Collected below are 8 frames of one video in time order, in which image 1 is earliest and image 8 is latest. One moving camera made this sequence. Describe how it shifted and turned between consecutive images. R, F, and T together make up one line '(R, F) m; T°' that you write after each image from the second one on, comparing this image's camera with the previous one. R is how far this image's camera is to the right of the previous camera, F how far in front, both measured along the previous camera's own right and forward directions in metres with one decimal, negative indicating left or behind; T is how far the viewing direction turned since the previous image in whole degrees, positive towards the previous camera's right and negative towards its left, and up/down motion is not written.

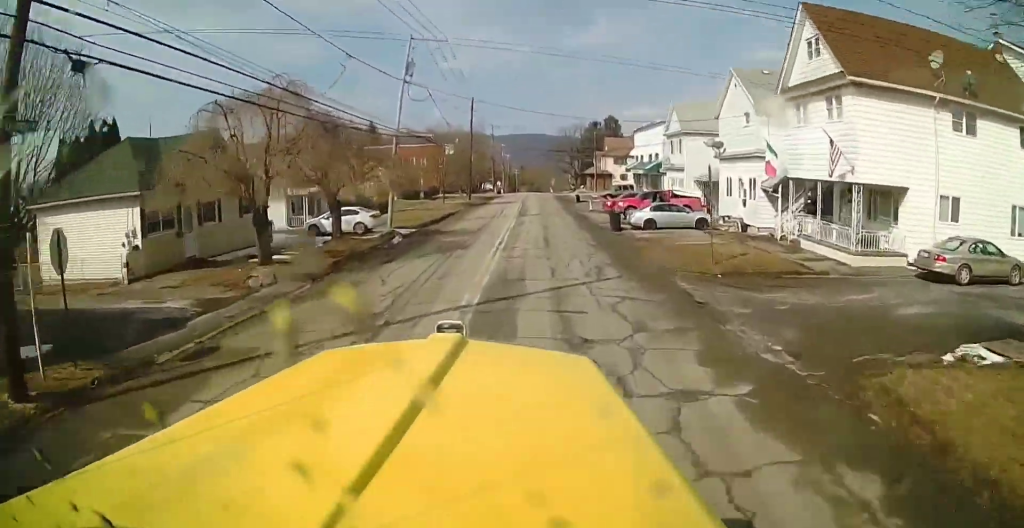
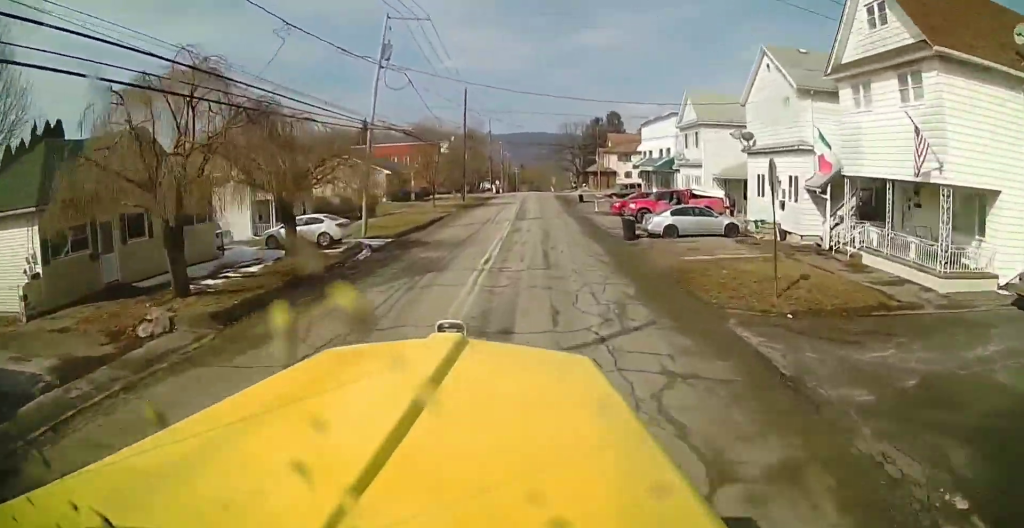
(+0.1, +5.3) m; +1°
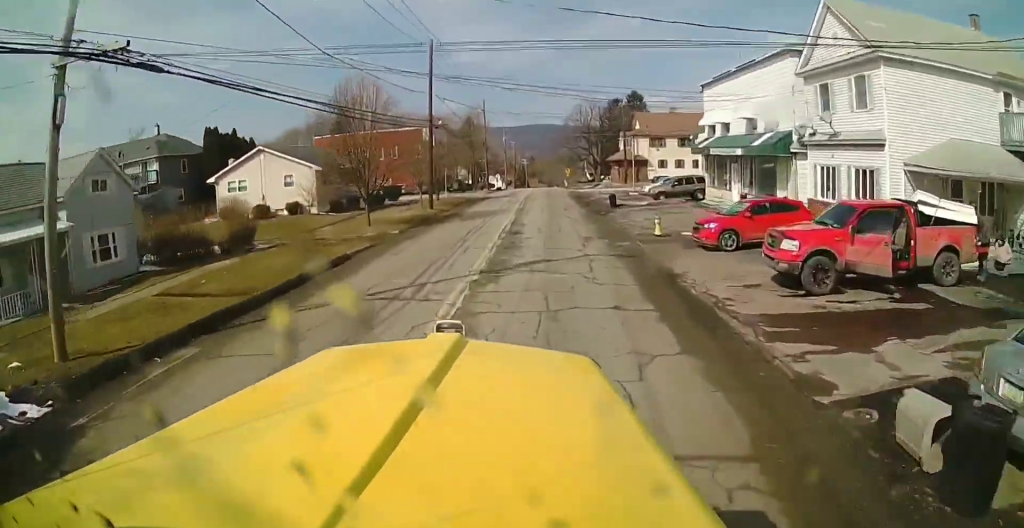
(+0.1, +22.0) m; -1°
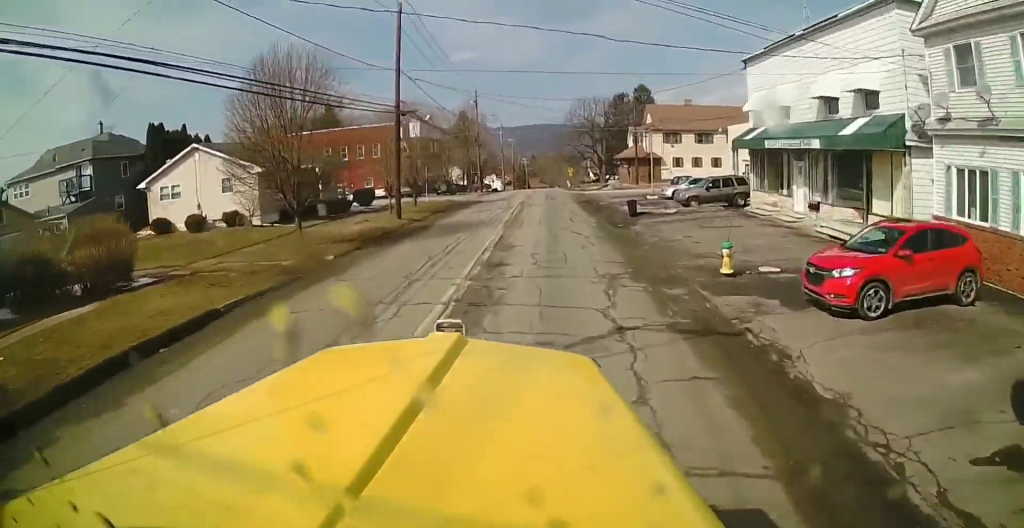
(-0.1, +8.9) m; -2°
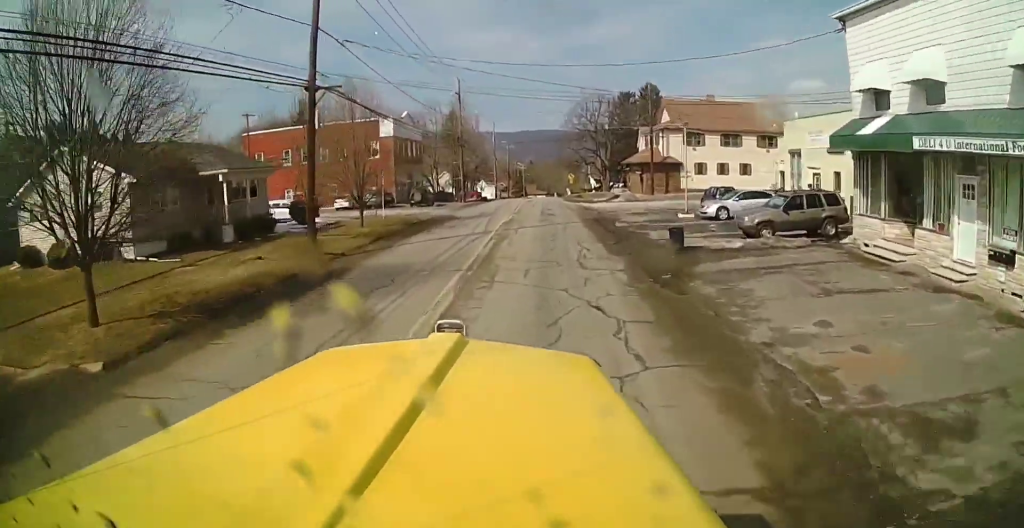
(-0.2, +11.3) m; -1°
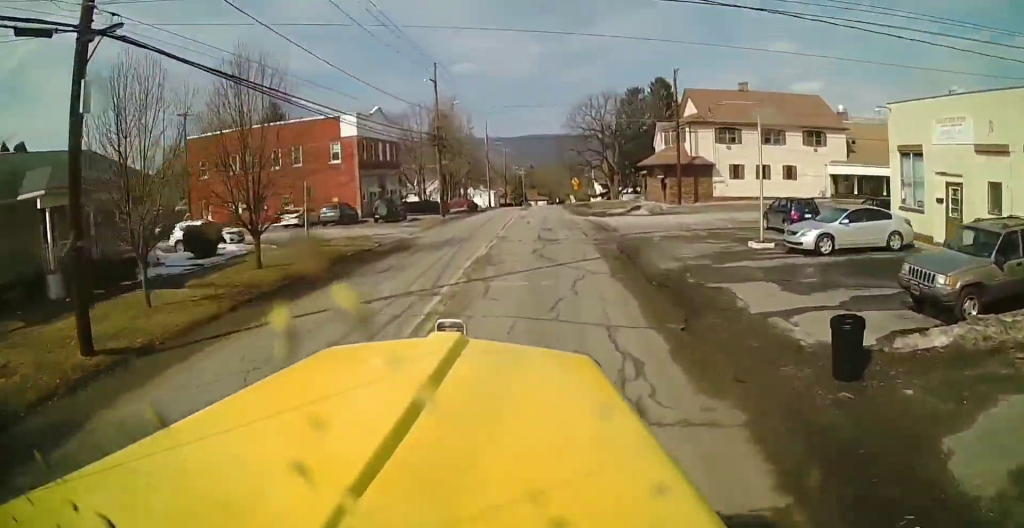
(0.0, +11.3) m; 0°
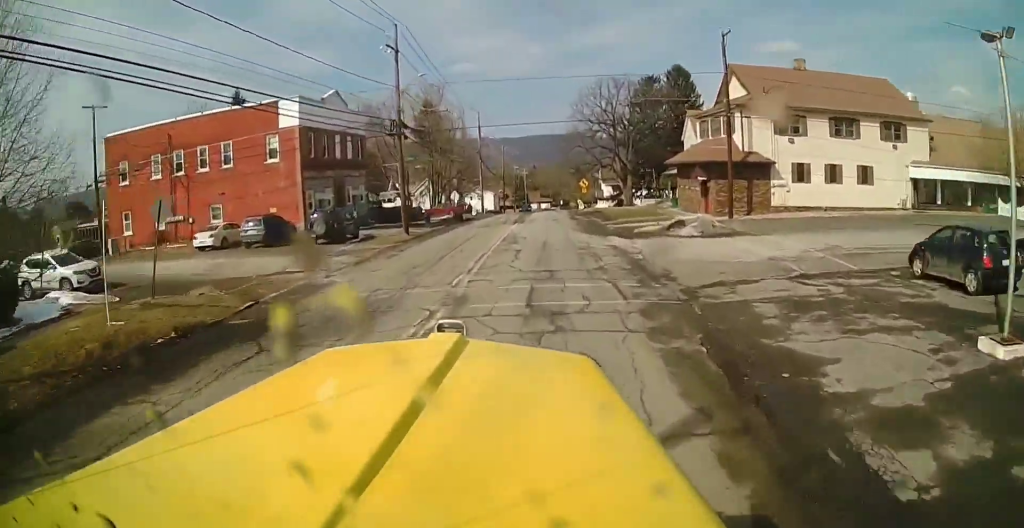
(0.0, +12.0) m; +2°
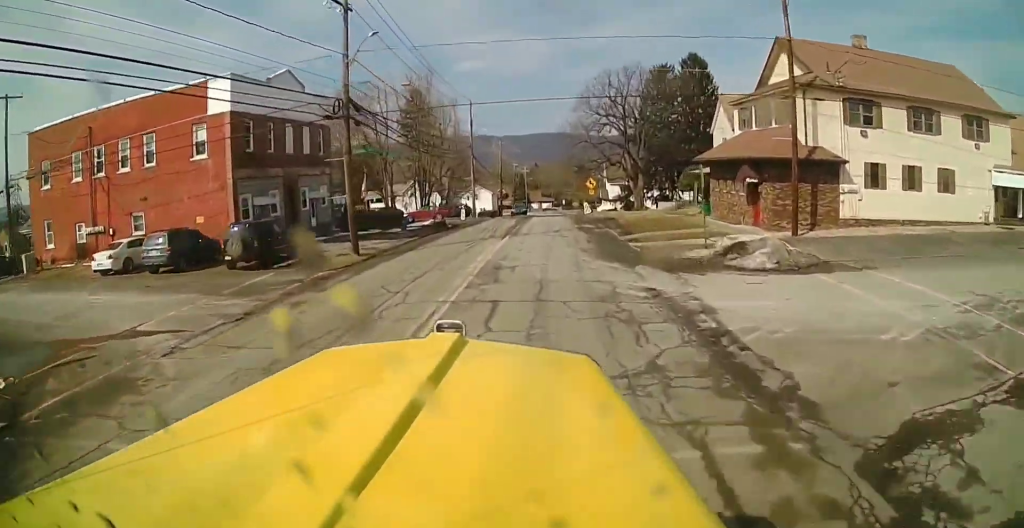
(+0.2, +8.7) m; +1°
